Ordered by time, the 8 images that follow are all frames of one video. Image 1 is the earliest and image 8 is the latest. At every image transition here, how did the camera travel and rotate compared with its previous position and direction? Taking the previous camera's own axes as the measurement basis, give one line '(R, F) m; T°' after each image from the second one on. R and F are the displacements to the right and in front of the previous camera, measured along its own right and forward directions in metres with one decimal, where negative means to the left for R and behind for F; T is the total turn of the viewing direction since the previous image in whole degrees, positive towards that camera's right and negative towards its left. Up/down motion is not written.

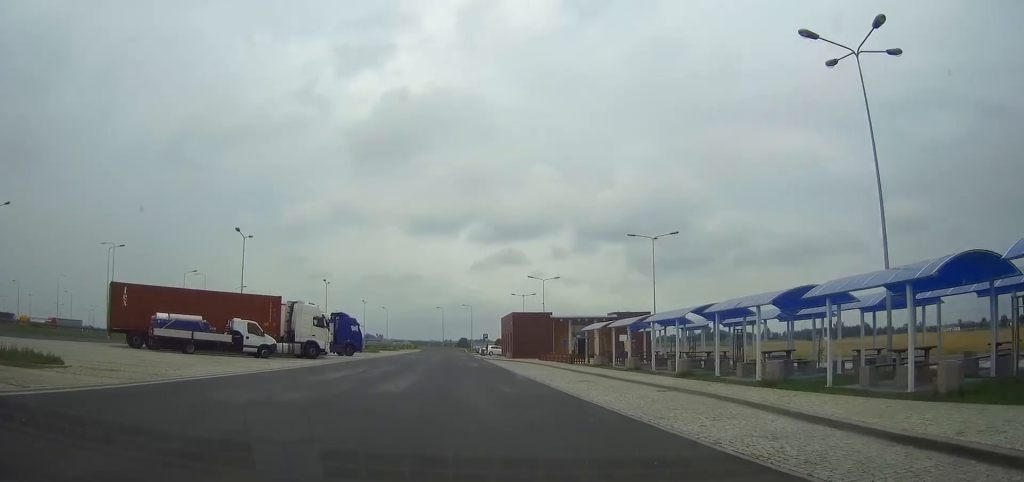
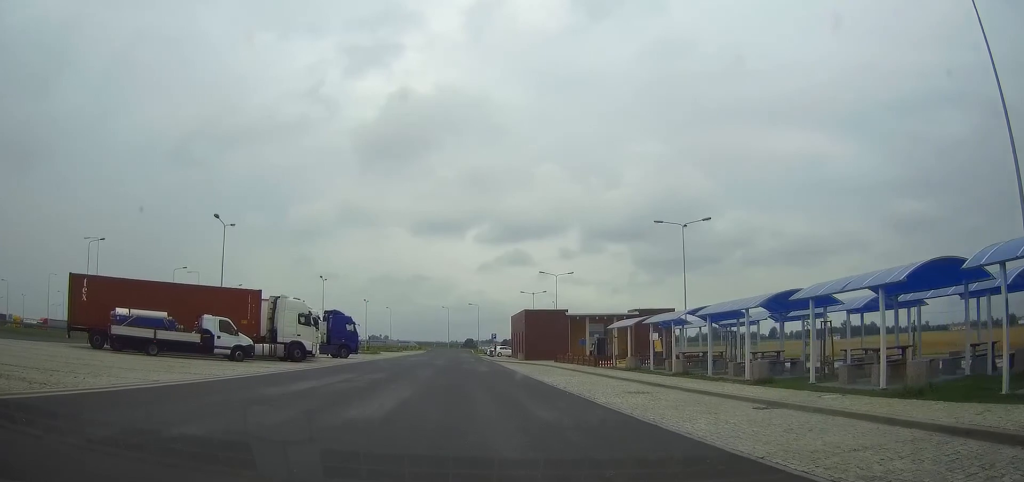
(0.0, +6.0) m; 0°
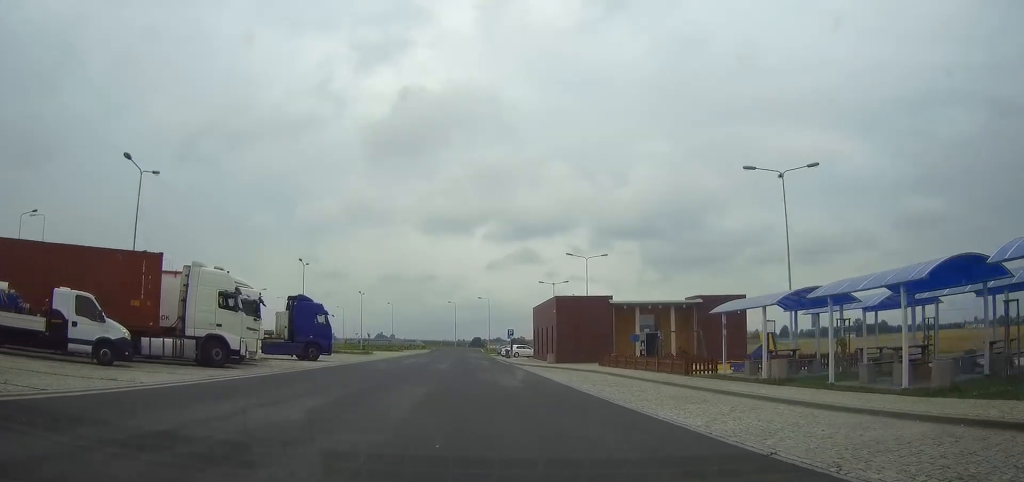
(-0.1, +14.8) m; -1°
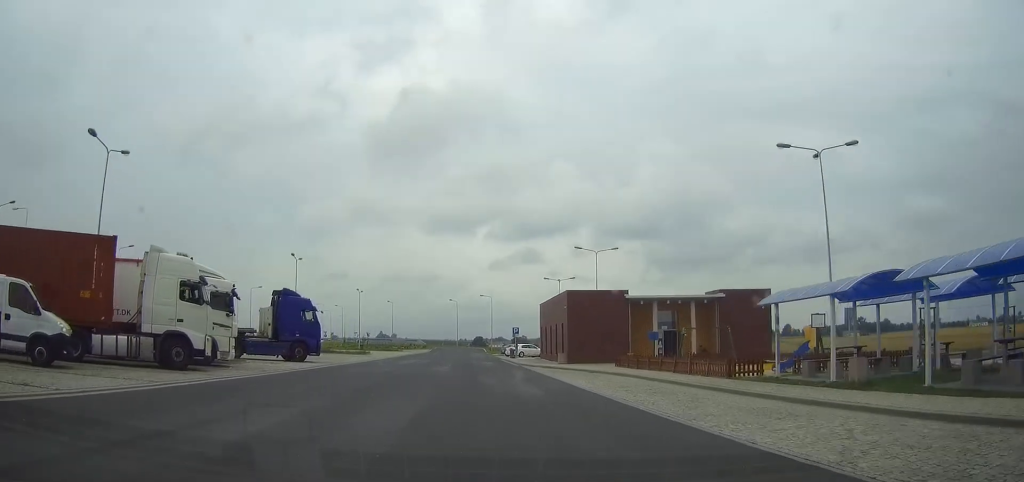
(0.0, +3.9) m; 0°
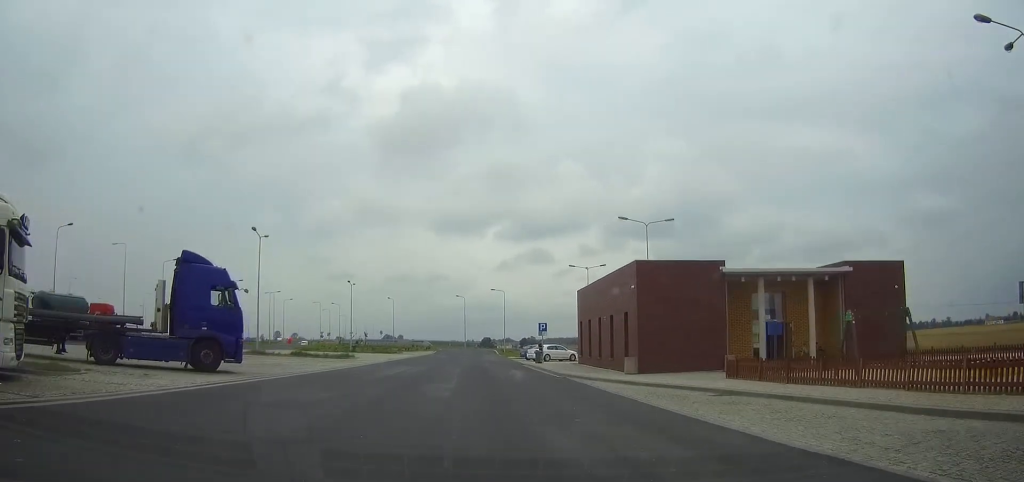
(0.0, +14.9) m; 0°
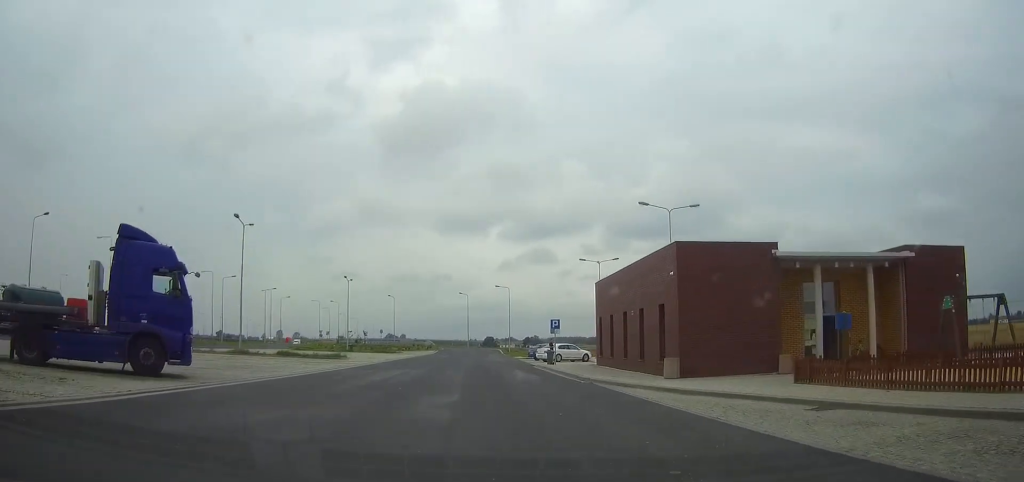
(0.0, +4.8) m; 0°
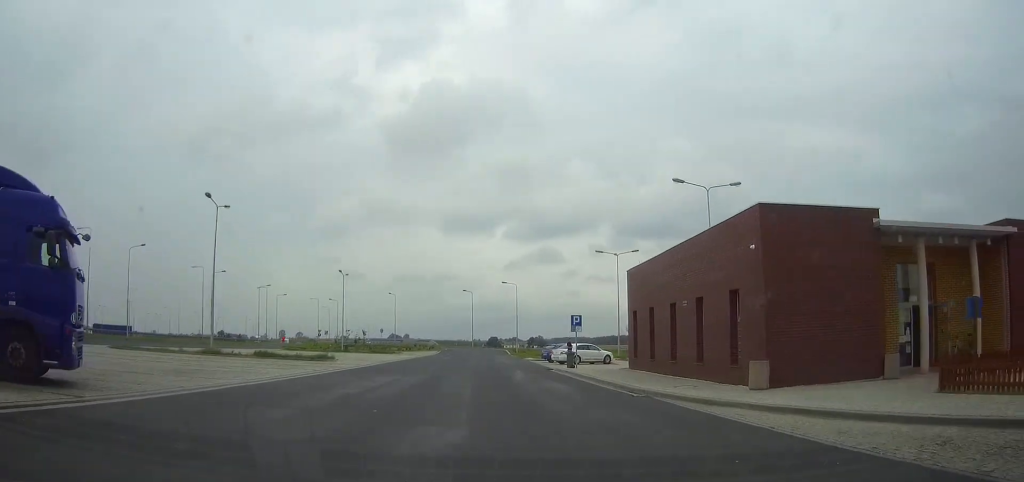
(0.0, +6.3) m; 0°
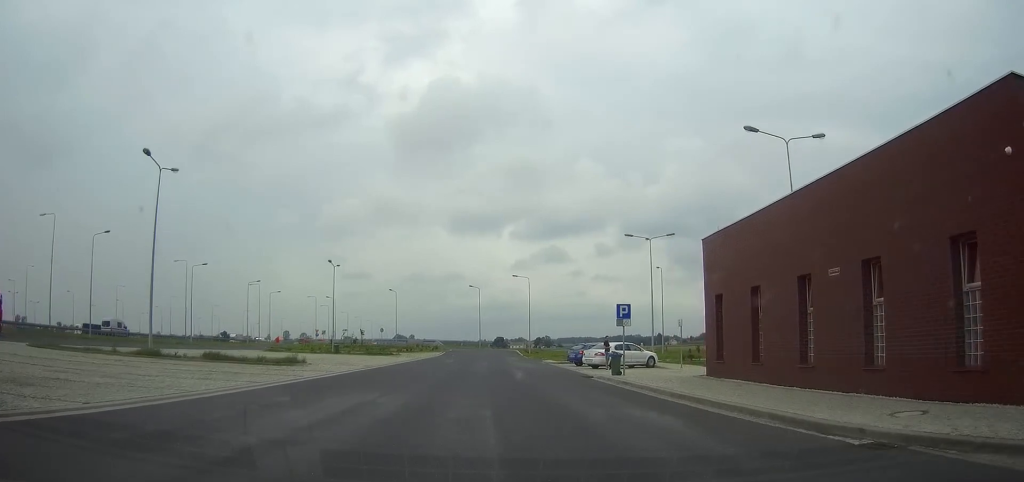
(-0.1, +9.2) m; -1°
